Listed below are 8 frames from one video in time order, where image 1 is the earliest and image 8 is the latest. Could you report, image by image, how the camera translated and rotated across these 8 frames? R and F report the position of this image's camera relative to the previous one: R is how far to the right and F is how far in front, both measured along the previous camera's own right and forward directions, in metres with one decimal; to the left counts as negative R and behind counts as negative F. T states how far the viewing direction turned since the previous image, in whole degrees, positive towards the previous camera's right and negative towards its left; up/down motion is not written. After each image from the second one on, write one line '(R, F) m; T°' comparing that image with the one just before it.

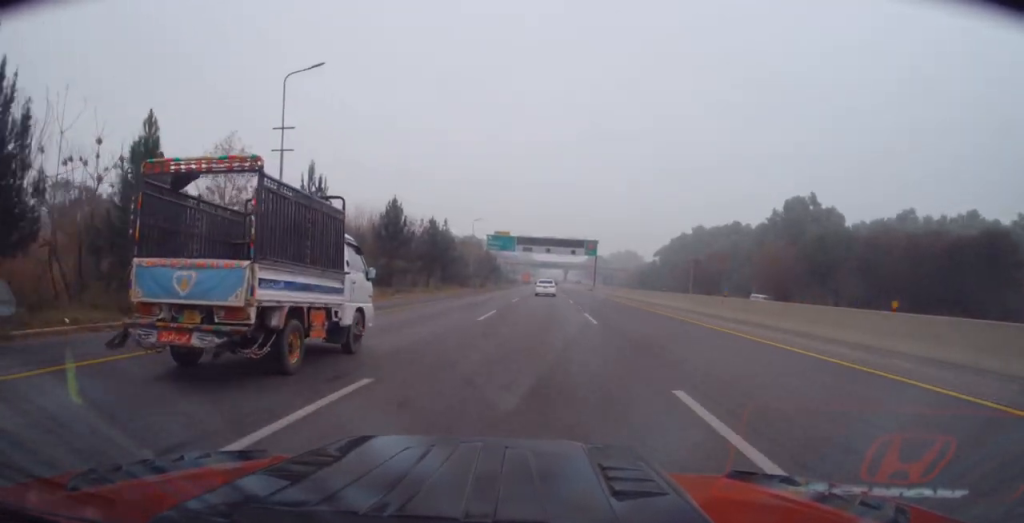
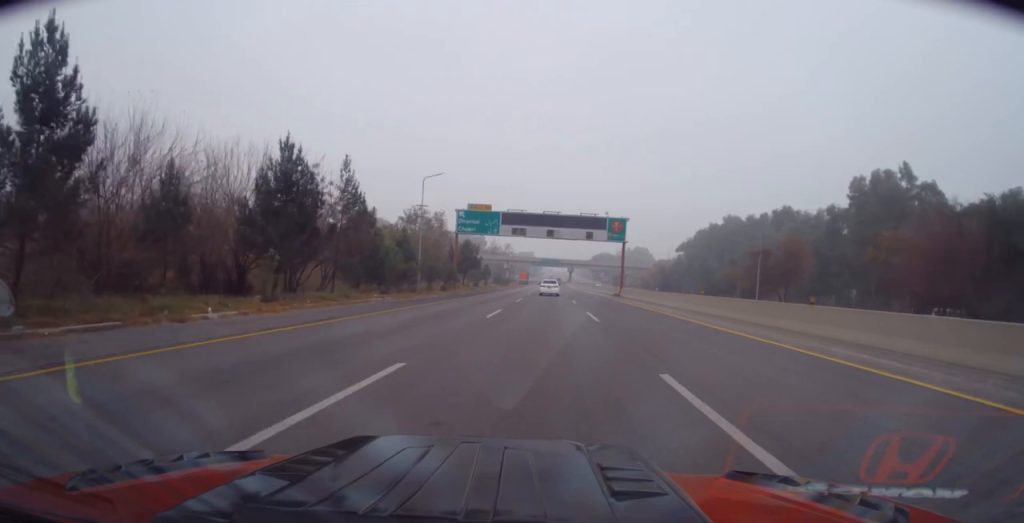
(+0.2, +34.5) m; -1°
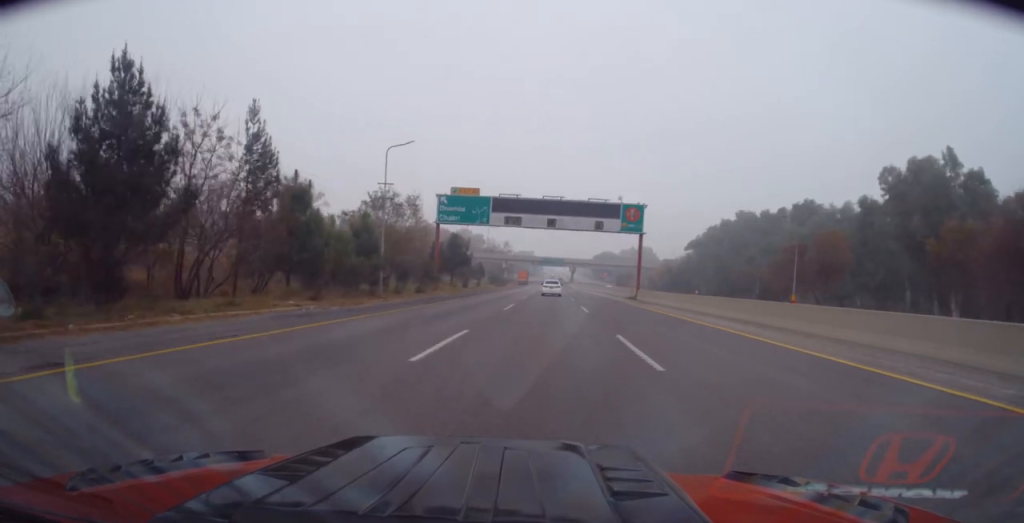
(-0.4, +11.5) m; -1°
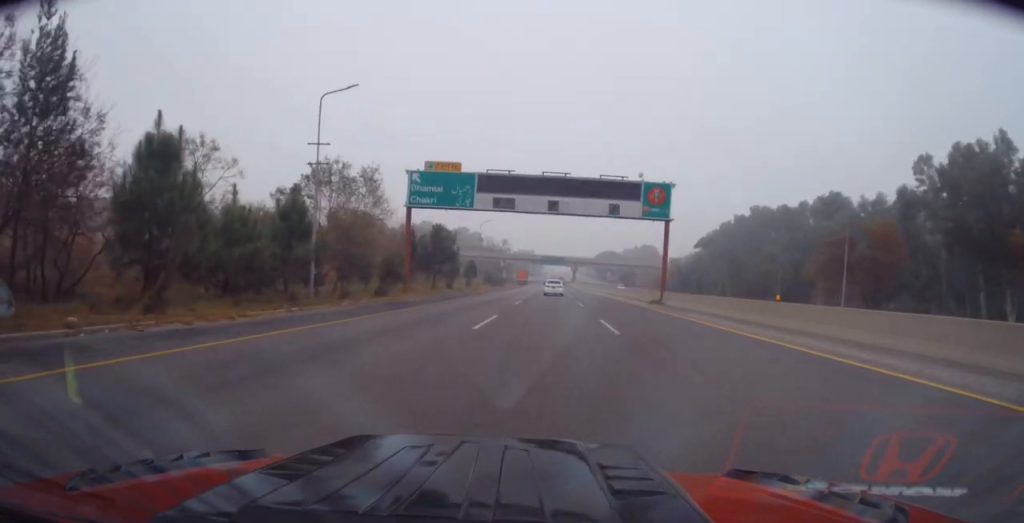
(-0.1, +11.5) m; 0°
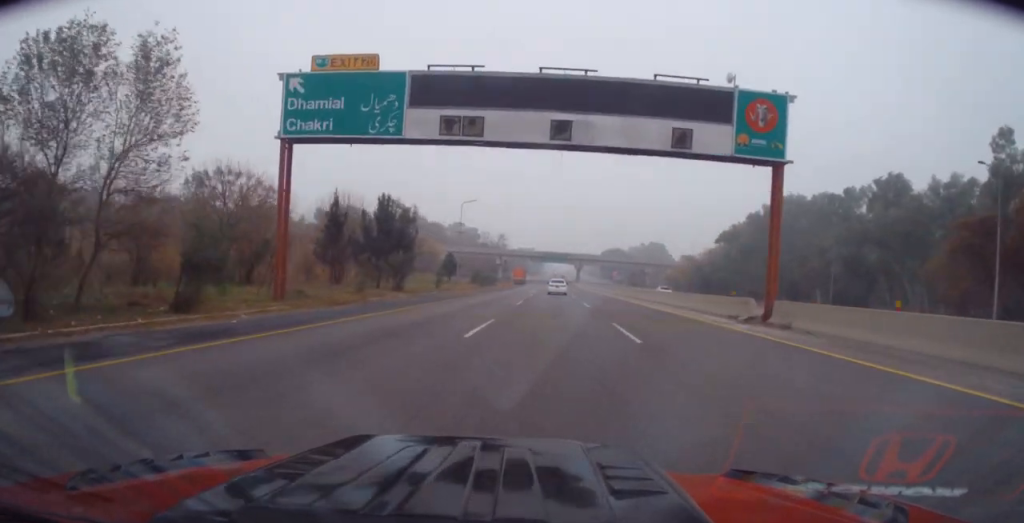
(+0.4, +20.5) m; 0°
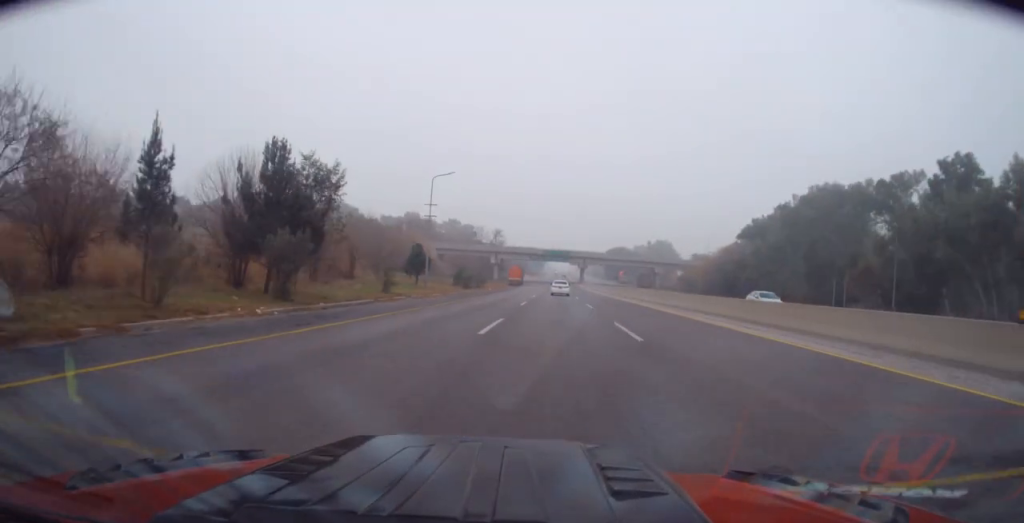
(-0.3, +17.1) m; 0°
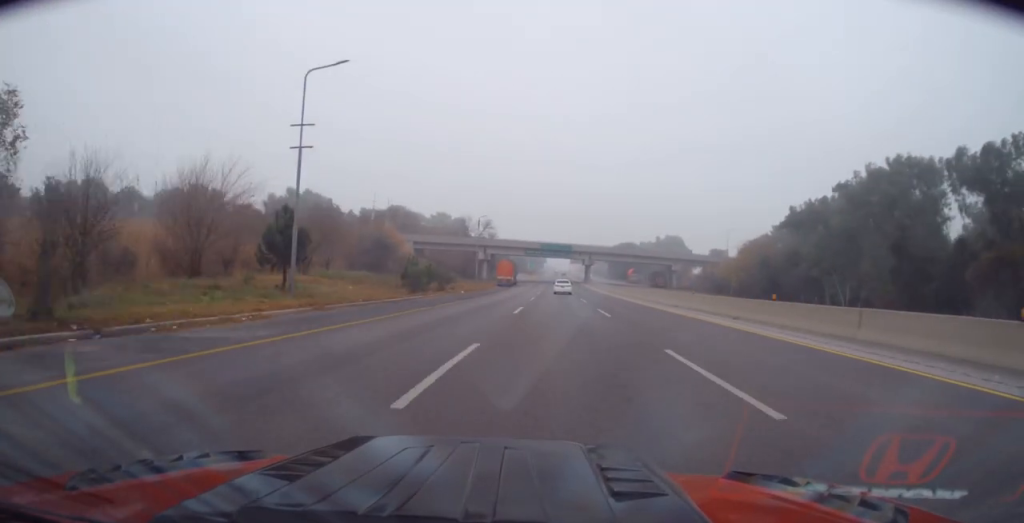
(+0.2, +26.1) m; +1°
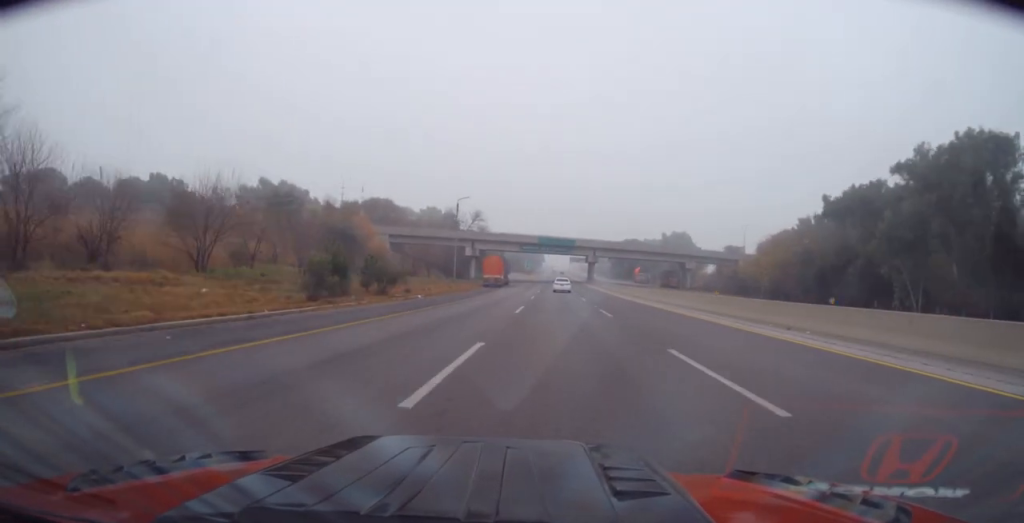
(+0.1, +17.9) m; 0°
